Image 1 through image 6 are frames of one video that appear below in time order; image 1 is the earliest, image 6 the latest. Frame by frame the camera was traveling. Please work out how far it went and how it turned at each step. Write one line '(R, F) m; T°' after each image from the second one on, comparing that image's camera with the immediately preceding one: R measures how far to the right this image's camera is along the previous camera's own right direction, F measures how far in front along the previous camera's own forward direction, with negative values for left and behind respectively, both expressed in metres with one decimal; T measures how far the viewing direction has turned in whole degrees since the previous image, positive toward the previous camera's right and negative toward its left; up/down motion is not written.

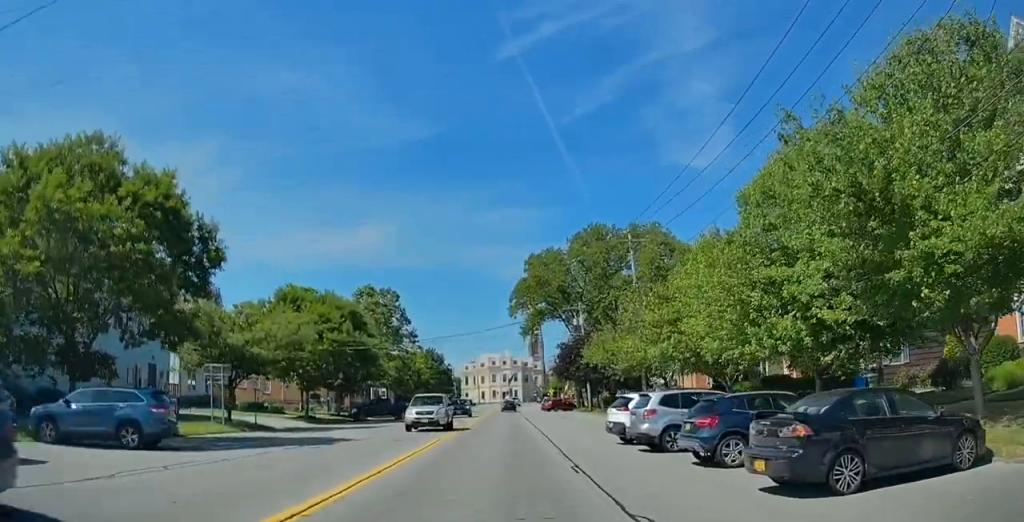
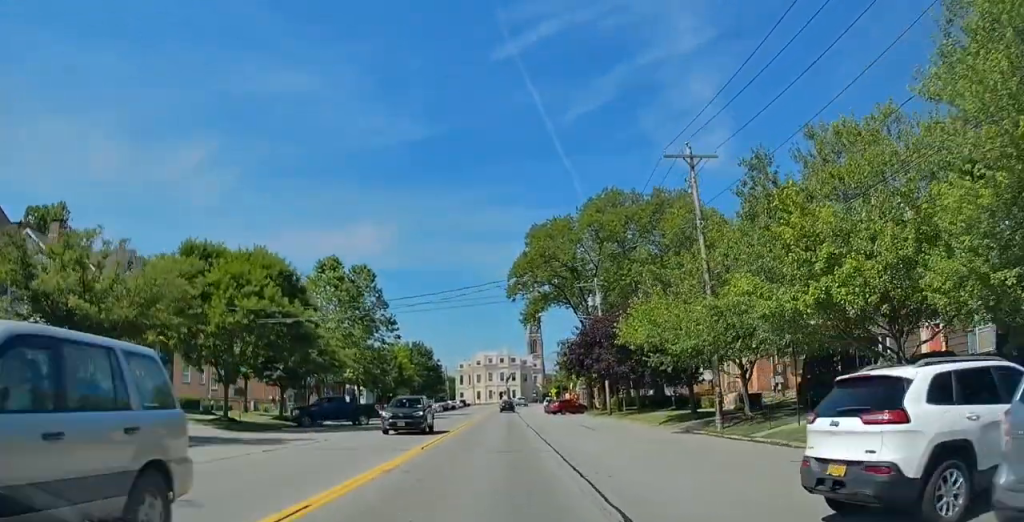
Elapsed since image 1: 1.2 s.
(+0.3, +14.8) m; 0°
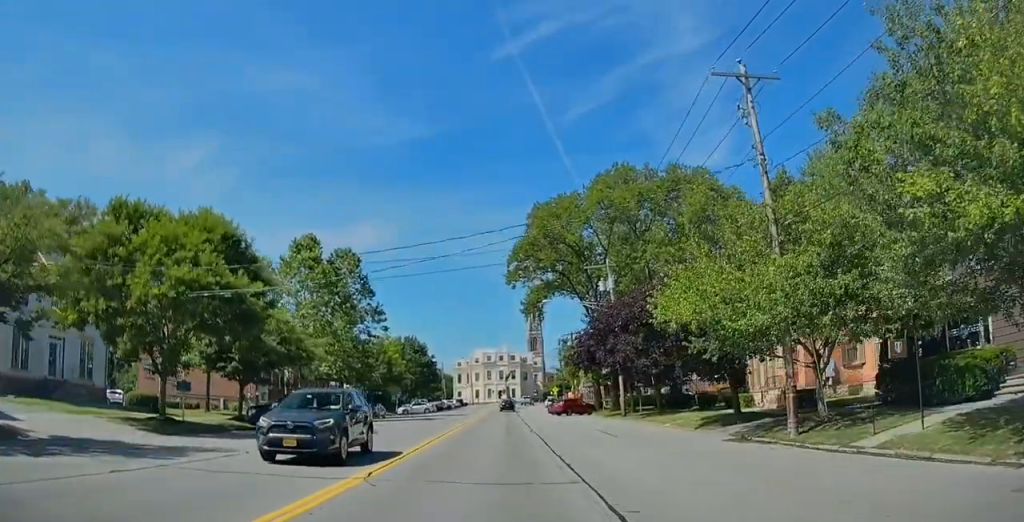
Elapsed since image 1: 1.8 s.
(-0.1, +7.2) m; -1°
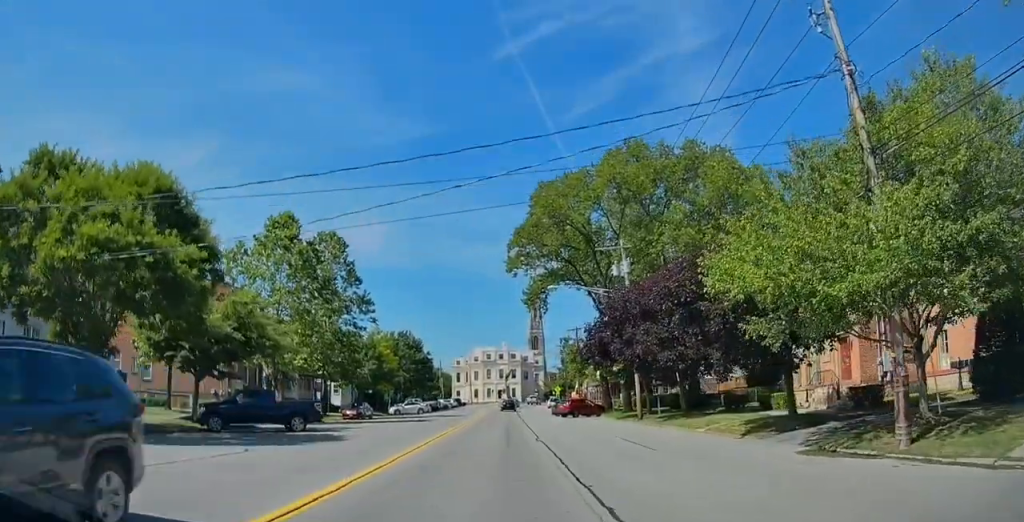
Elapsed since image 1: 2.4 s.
(0.0, +6.2) m; 0°
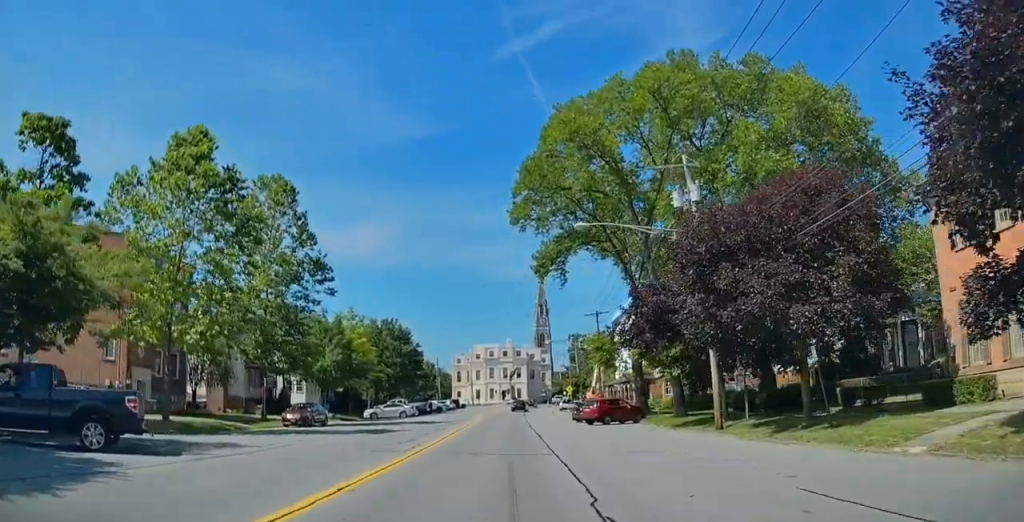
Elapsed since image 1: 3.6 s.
(0.0, +15.5) m; 0°
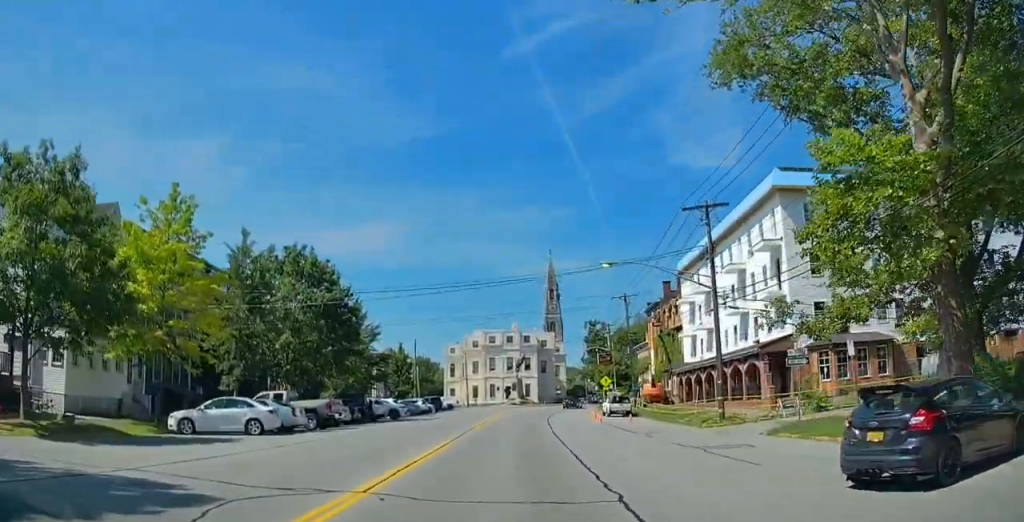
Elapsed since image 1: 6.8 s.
(-0.5, +37.5) m; -1°
